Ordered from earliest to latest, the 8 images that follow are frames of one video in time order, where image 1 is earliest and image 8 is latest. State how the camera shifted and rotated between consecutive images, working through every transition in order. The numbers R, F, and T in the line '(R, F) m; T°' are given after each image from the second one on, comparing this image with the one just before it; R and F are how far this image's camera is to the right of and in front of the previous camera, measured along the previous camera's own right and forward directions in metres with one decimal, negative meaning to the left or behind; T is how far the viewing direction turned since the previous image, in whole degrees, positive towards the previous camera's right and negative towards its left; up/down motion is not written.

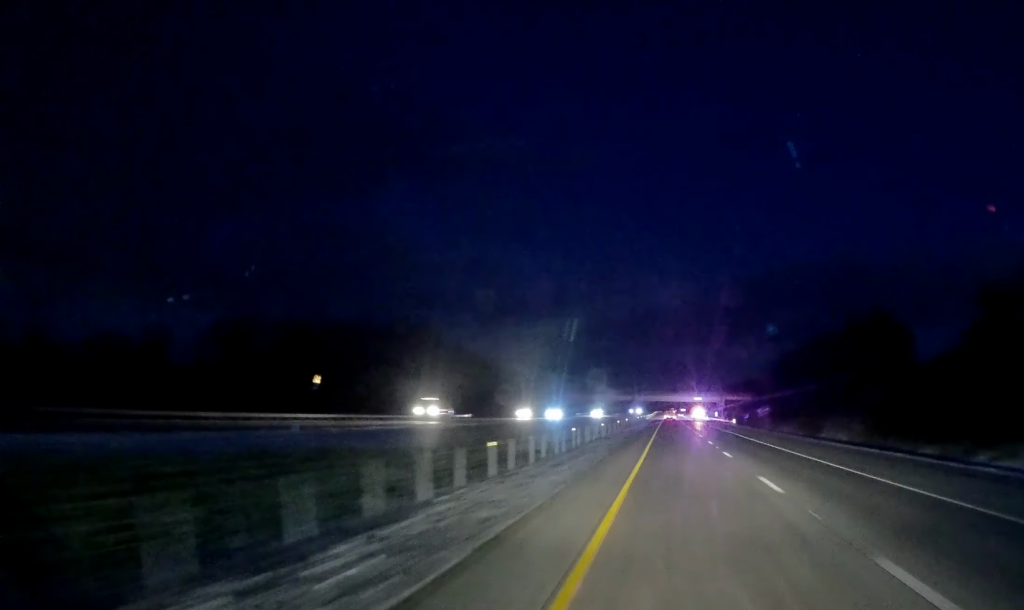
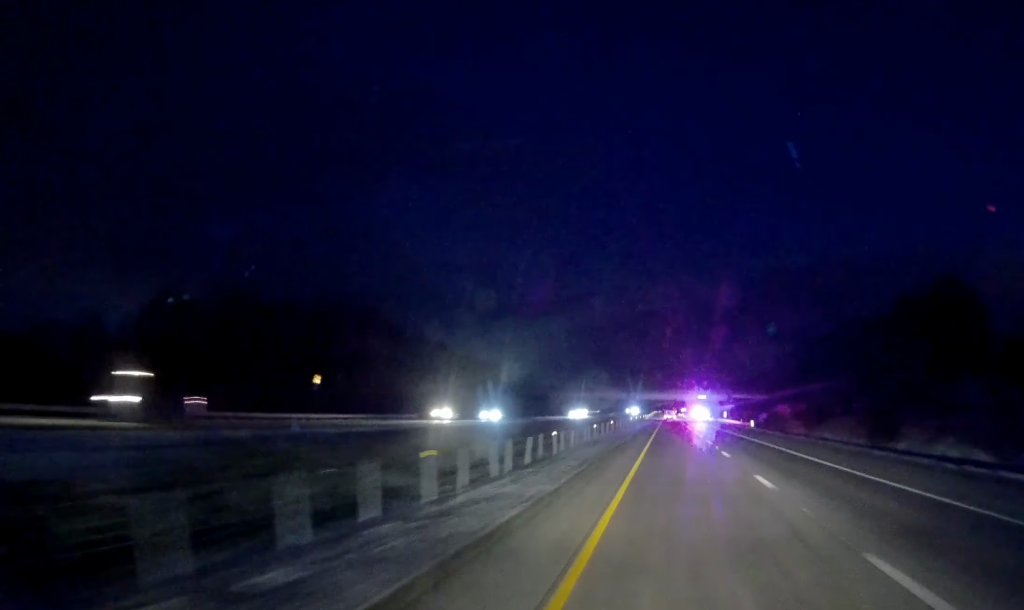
(-0.3, +24.0) m; 0°
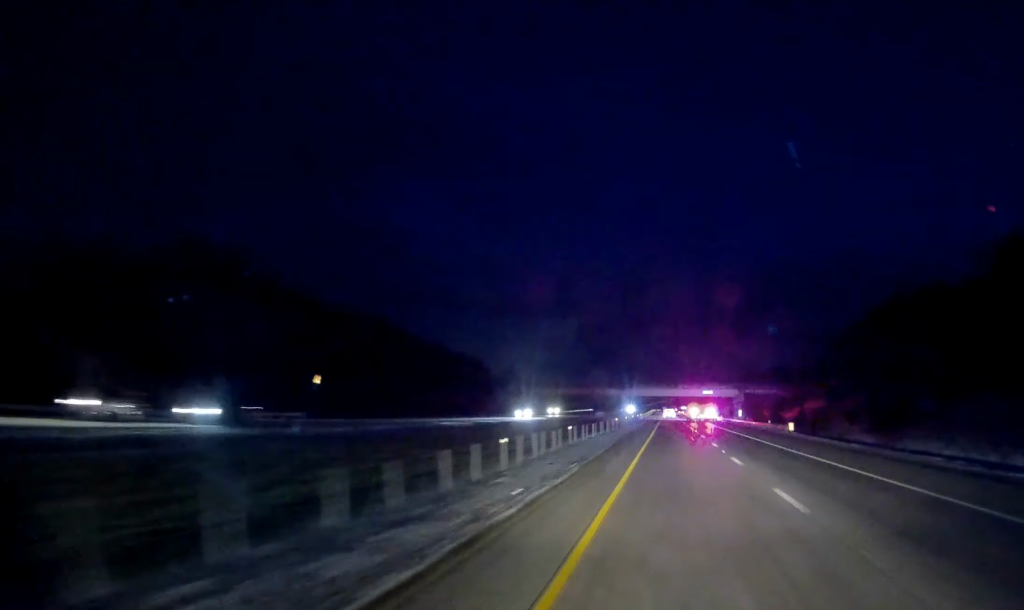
(+0.1, +29.2) m; +1°
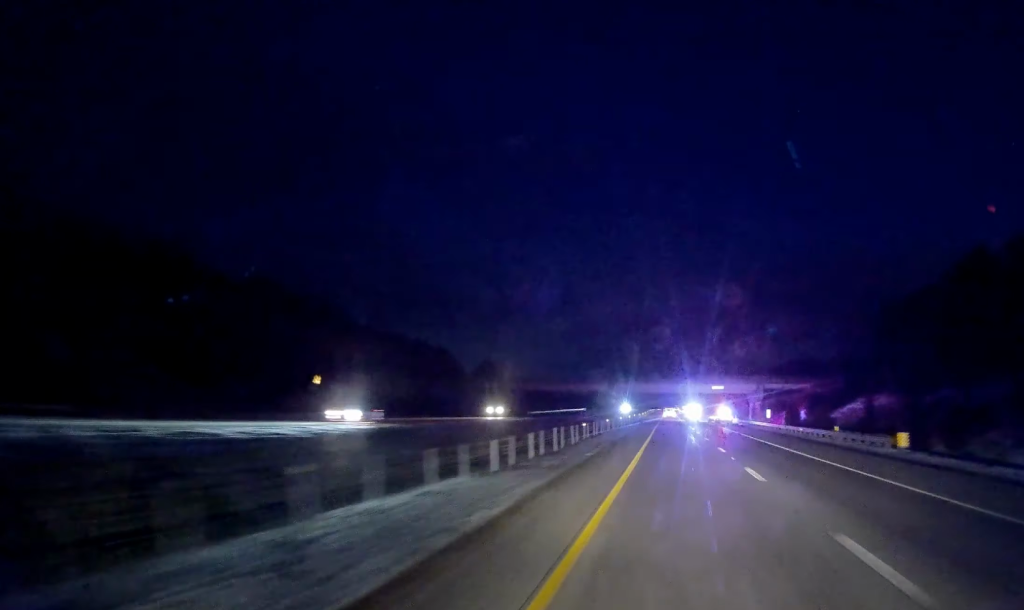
(+0.2, +29.1) m; 0°
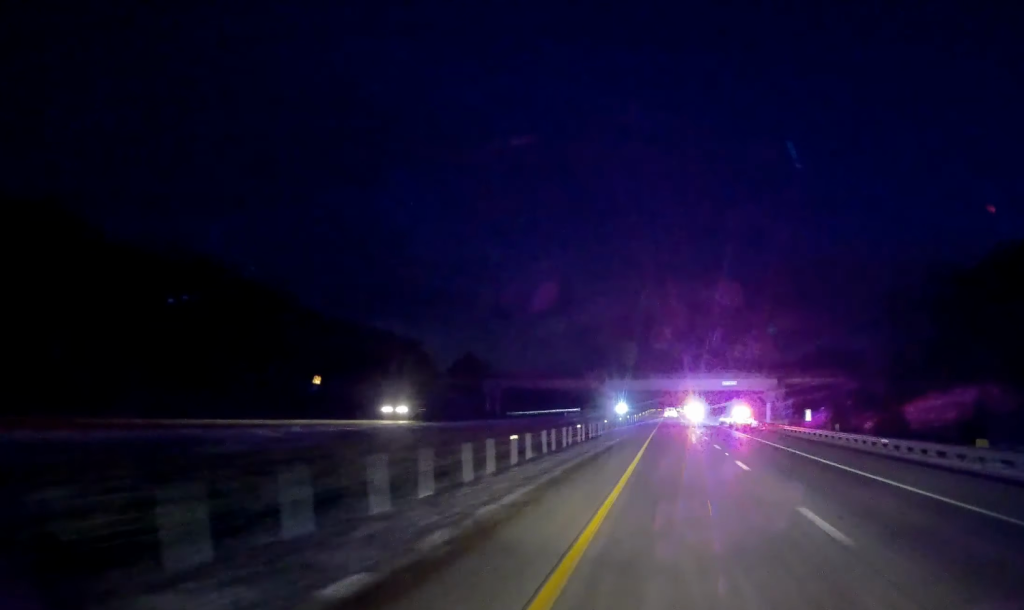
(0.0, +21.5) m; 0°
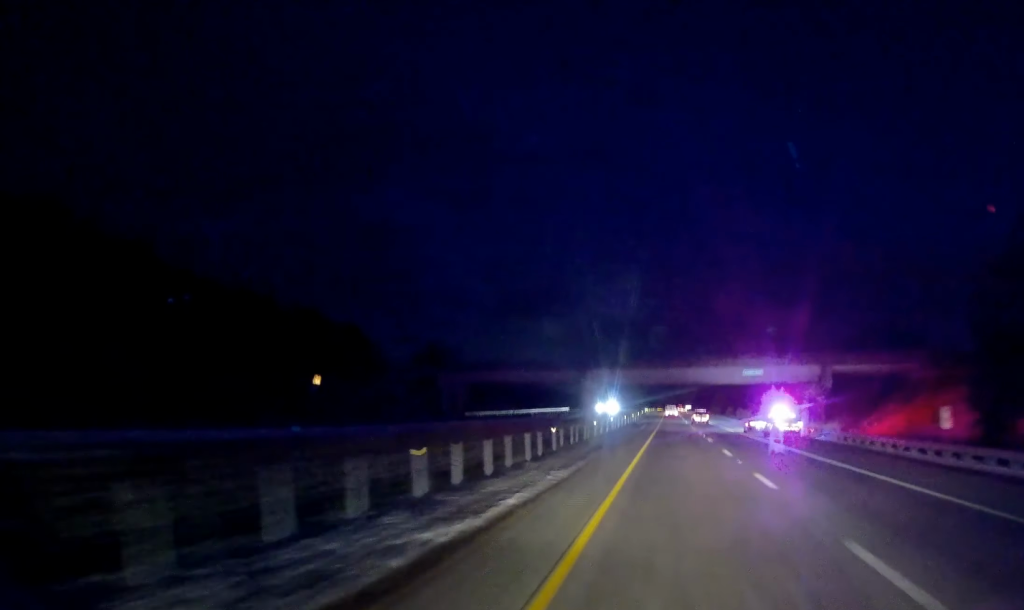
(0.0, +28.6) m; 0°
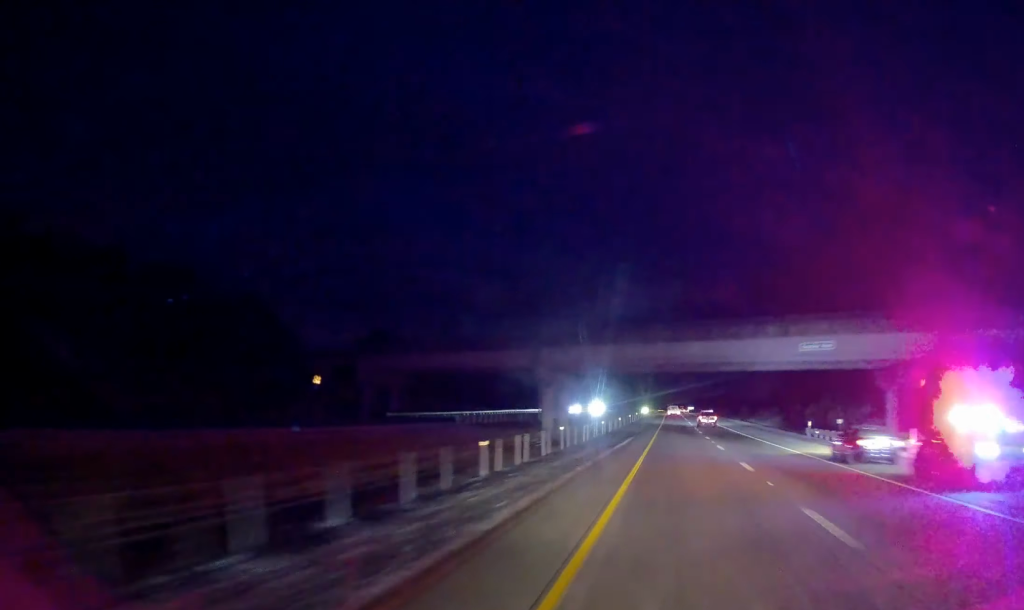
(0.0, +31.6) m; 0°
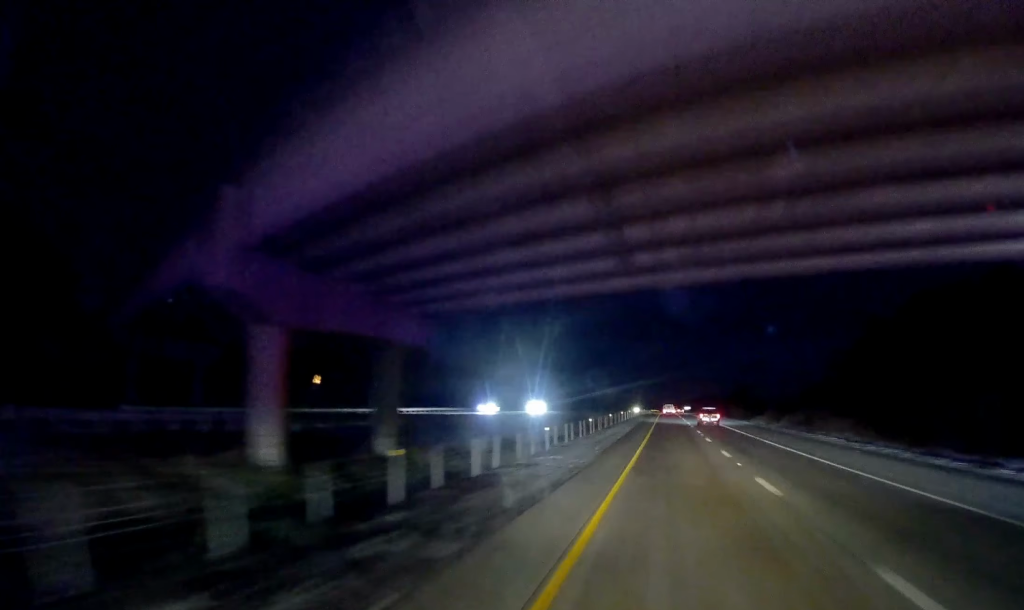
(0.0, +41.8) m; 0°
